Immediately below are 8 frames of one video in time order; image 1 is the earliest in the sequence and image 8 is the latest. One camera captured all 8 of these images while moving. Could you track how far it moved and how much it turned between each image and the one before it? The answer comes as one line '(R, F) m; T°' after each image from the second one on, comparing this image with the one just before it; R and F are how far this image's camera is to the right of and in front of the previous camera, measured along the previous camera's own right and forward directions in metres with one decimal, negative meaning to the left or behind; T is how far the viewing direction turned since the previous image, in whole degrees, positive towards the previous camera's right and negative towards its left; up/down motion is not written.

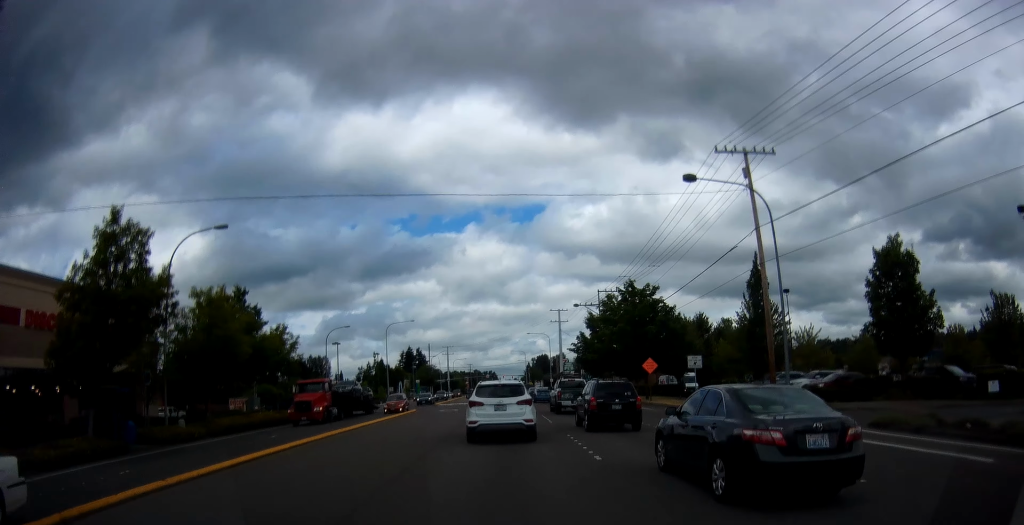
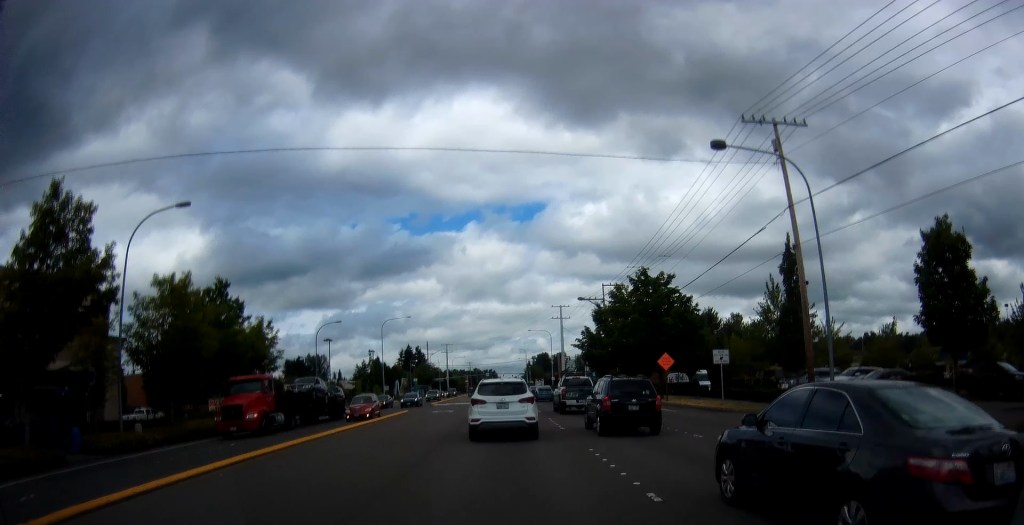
(0.0, +4.4) m; -2°
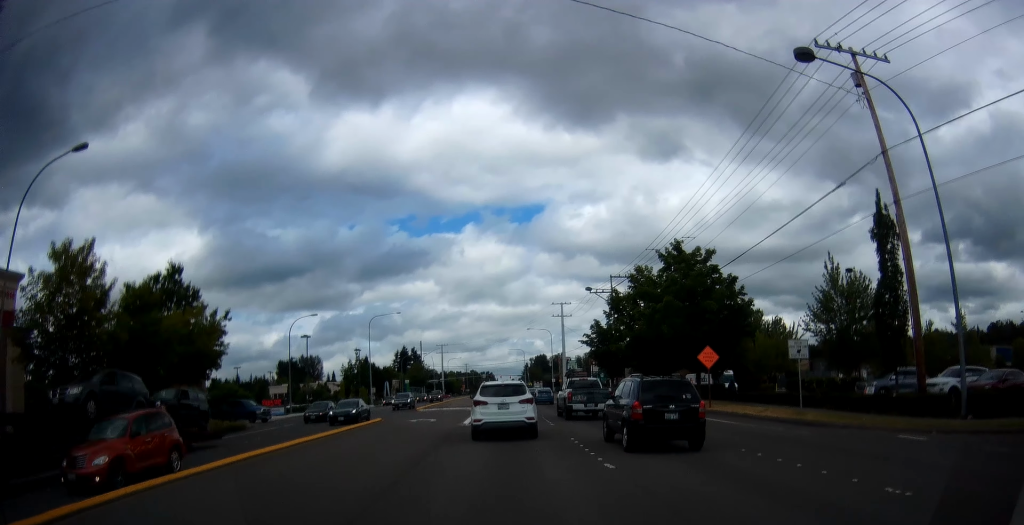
(-0.4, +9.4) m; -1°
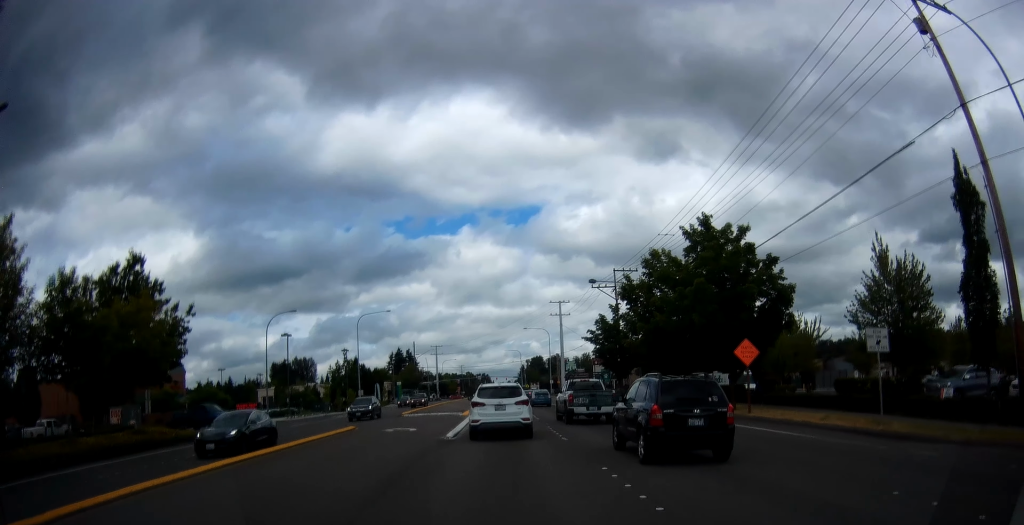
(+0.1, +6.3) m; +2°
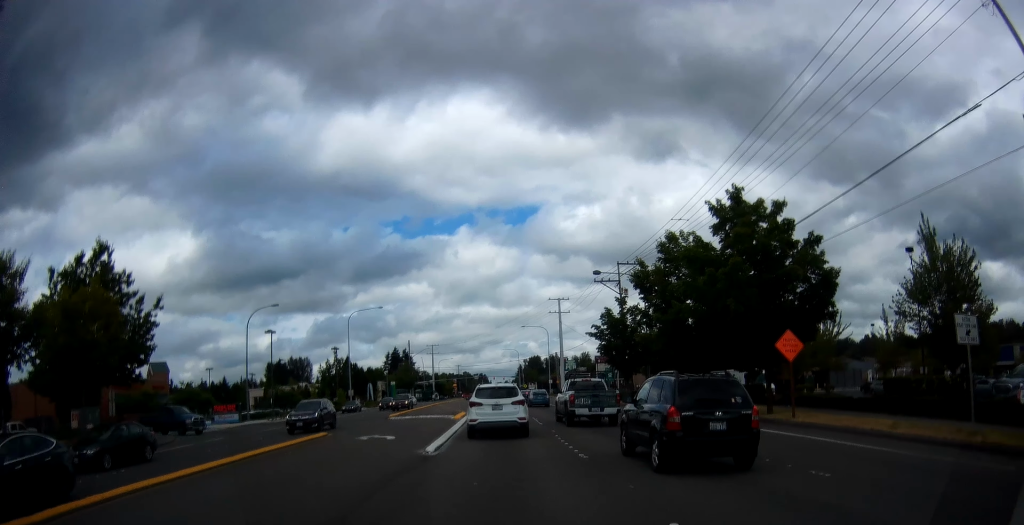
(+0.2, +4.8) m; +2°
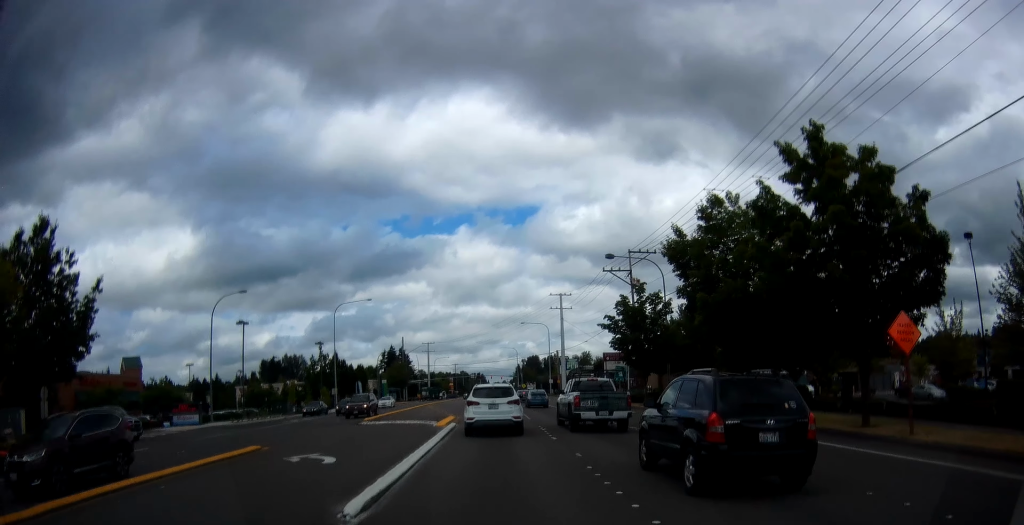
(+0.1, +8.0) m; 0°
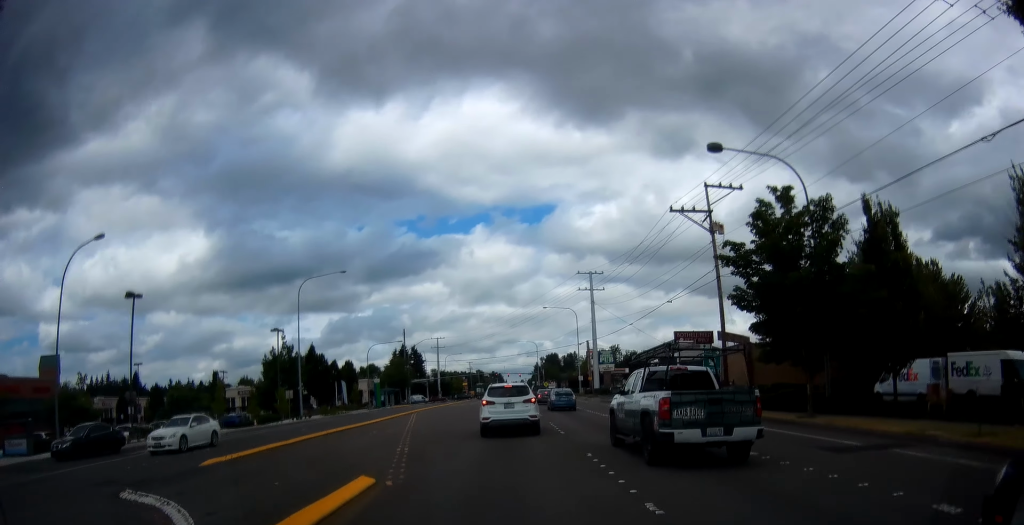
(0.0, +23.9) m; 0°
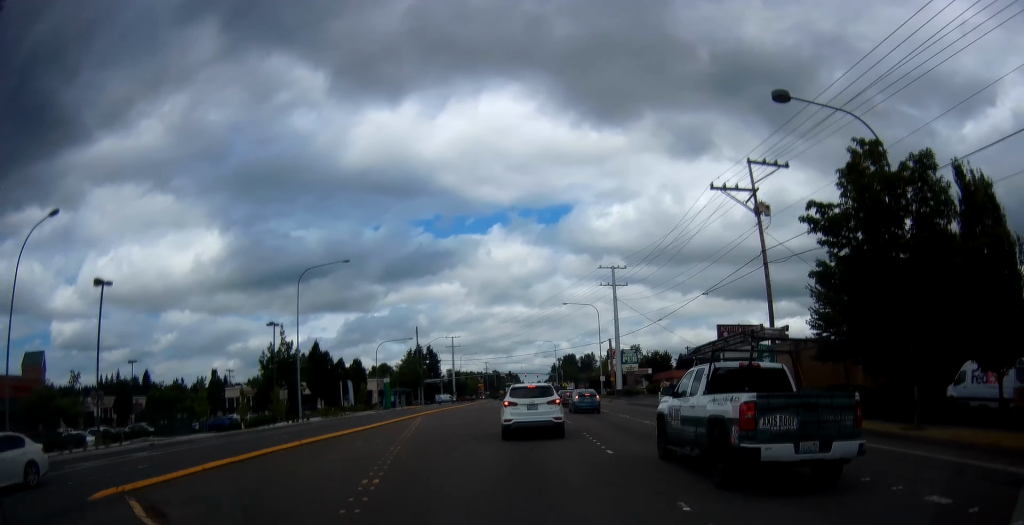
(0.0, +6.0) m; -2°
